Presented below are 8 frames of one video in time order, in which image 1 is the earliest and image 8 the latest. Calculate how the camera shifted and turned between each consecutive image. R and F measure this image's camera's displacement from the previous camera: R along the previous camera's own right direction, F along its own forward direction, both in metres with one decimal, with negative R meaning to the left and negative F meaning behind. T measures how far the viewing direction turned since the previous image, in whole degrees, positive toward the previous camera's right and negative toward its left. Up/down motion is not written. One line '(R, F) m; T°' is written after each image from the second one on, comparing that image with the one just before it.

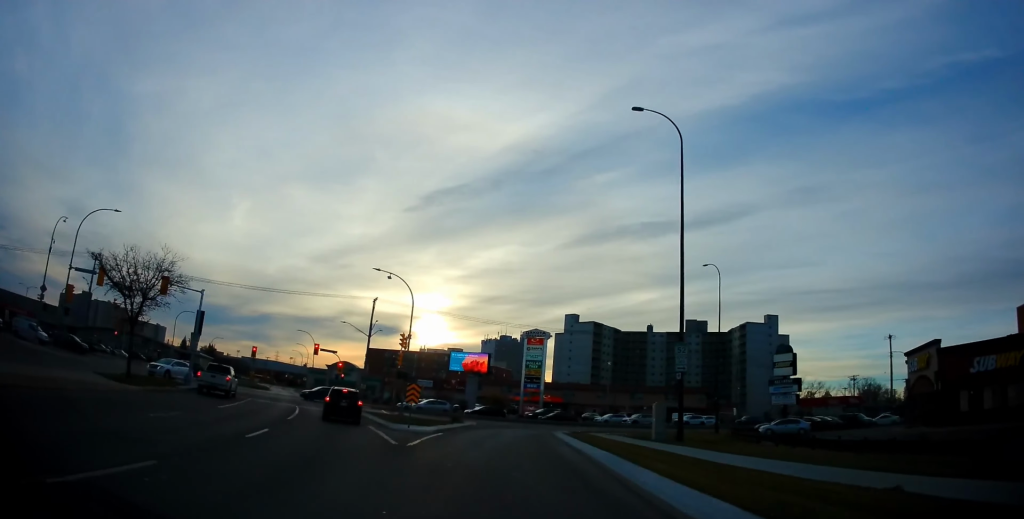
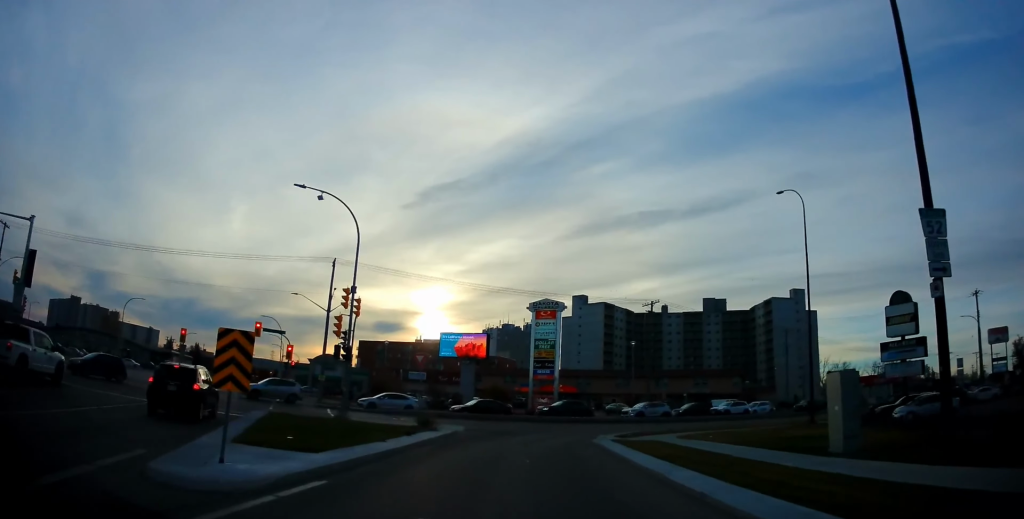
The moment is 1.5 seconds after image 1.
(-0.2, +17.6) m; -1°
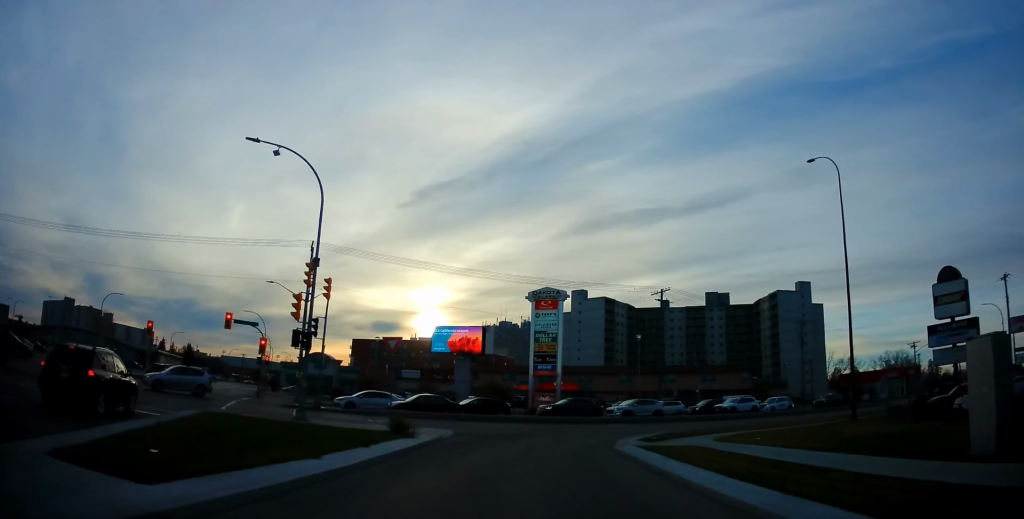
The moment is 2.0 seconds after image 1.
(0.0, +5.3) m; +1°
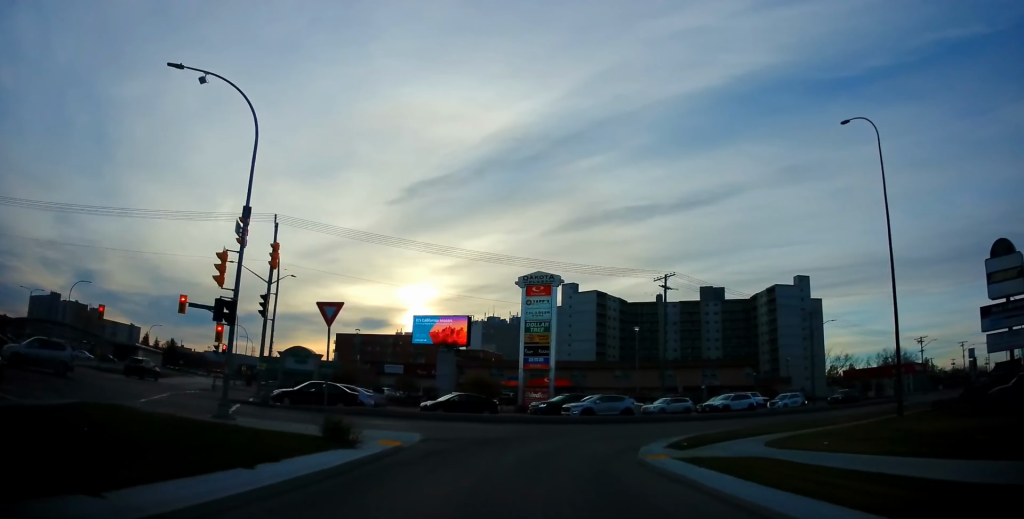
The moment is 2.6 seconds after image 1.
(-0.1, +5.9) m; +2°
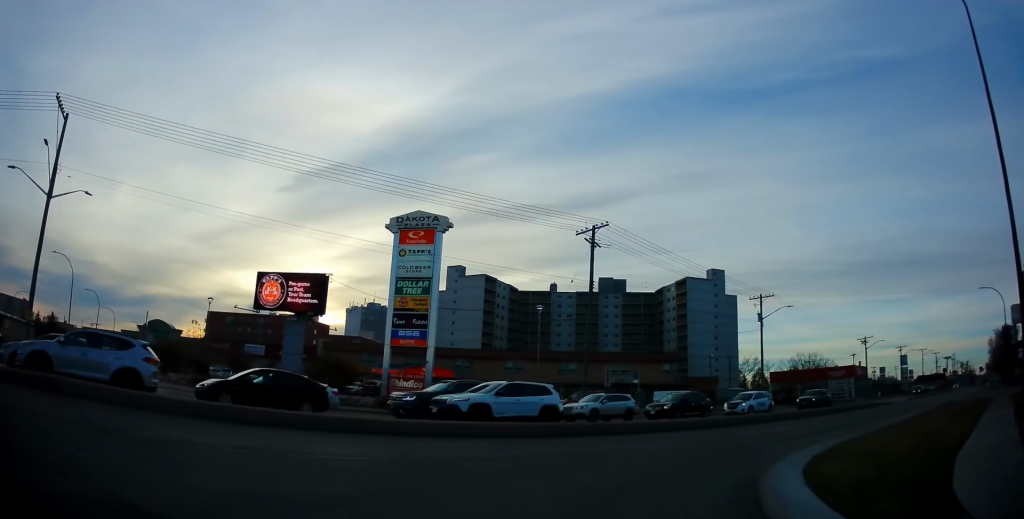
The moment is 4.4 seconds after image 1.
(+1.5, +15.1) m; +15°
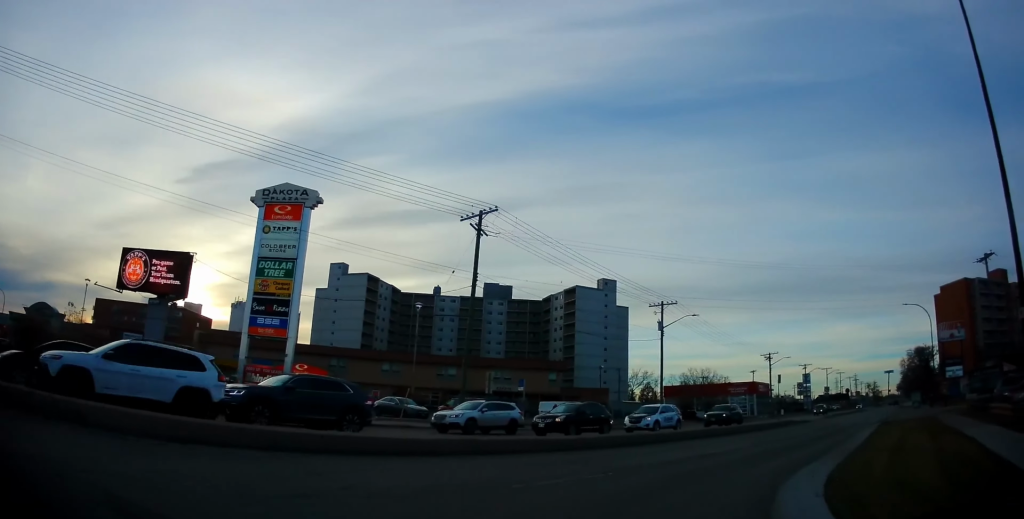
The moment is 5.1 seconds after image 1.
(+0.5, +5.0) m; +12°
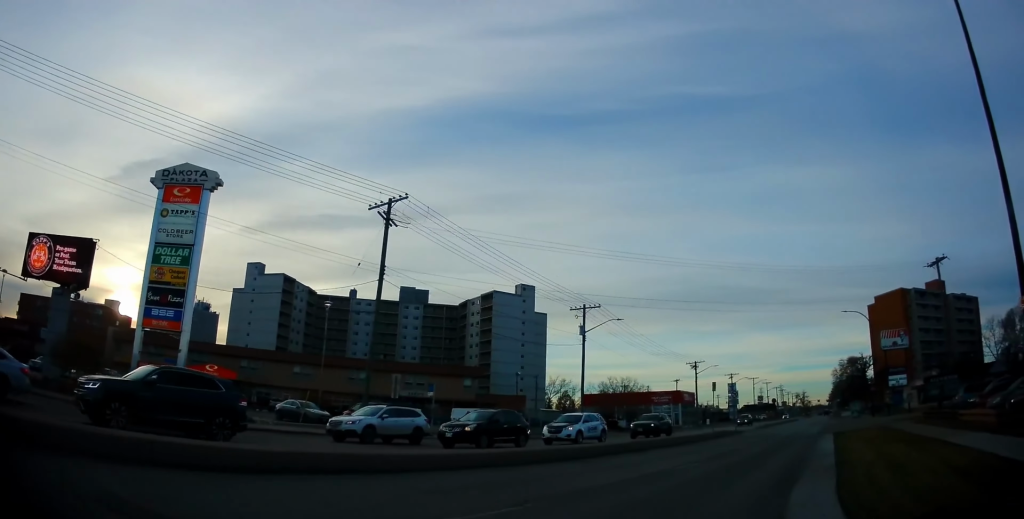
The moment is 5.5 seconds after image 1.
(-0.1, +3.0) m; +8°
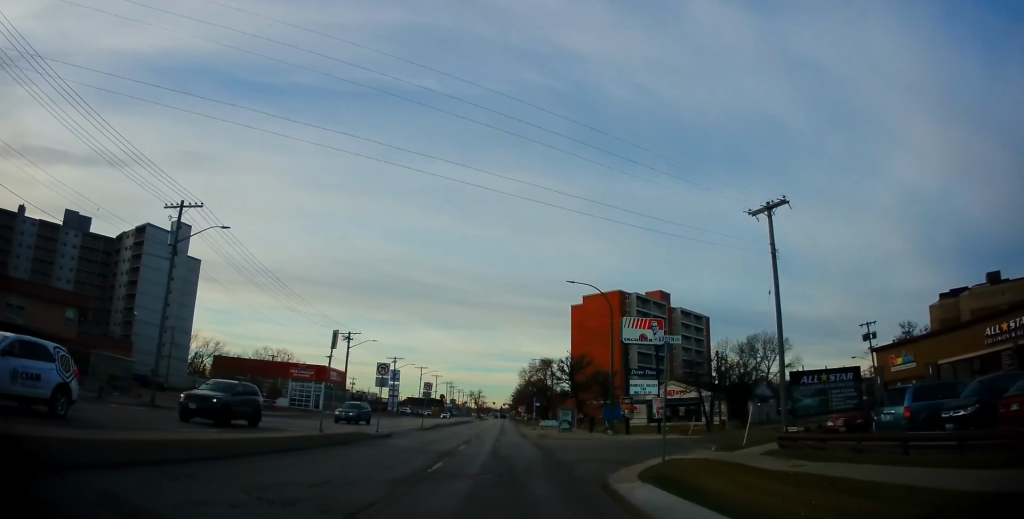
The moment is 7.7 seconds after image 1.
(+7.0, +17.5) m; +30°
